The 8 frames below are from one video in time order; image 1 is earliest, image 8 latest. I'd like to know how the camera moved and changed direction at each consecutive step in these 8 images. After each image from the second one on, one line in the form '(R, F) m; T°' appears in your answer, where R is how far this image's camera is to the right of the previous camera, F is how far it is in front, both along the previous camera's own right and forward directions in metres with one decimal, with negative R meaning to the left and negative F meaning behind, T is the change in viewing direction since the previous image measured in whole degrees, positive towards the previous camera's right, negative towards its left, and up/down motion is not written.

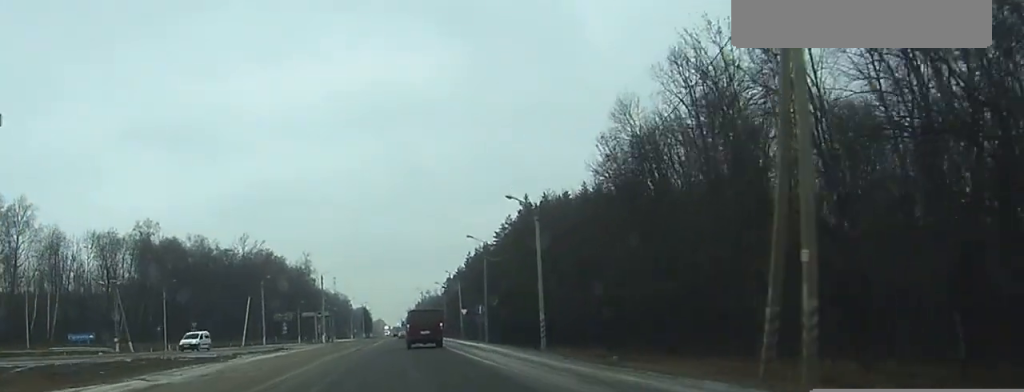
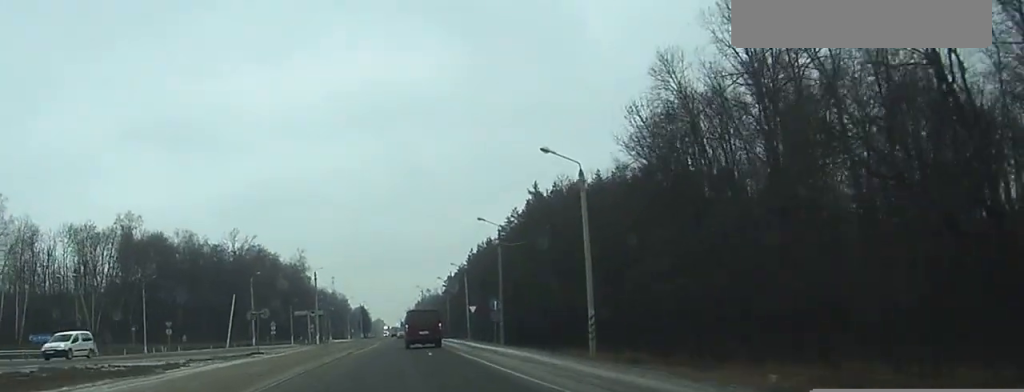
(0.0, +12.2) m; 0°
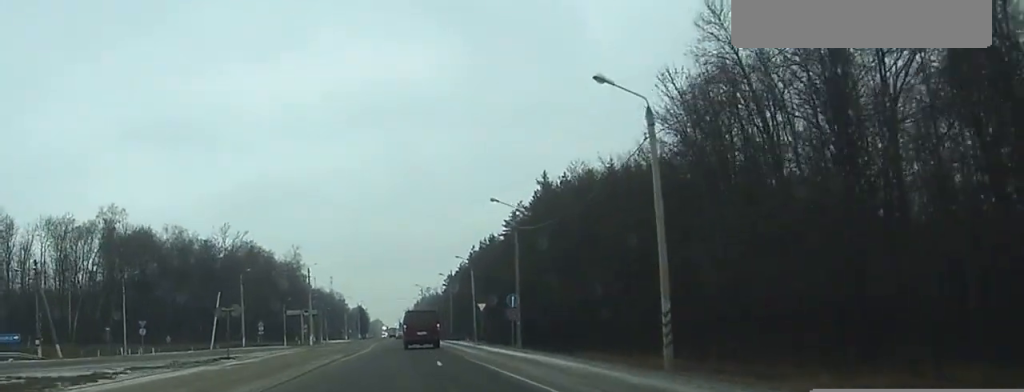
(0.0, +9.8) m; 0°
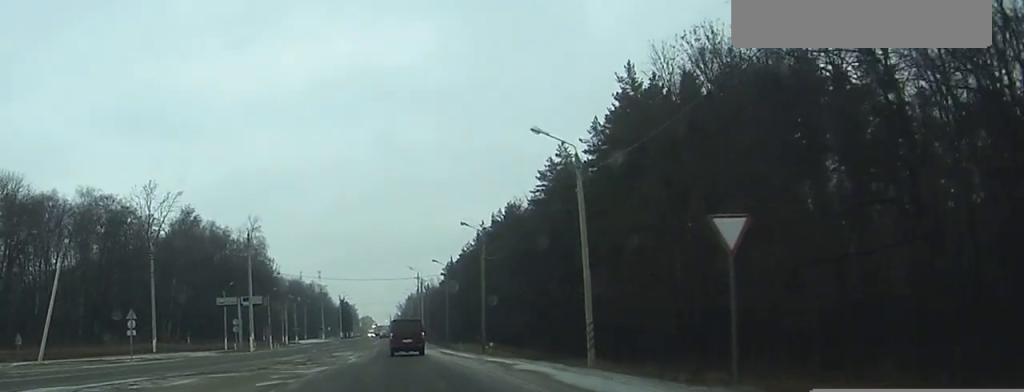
(-0.1, +53.6) m; 0°
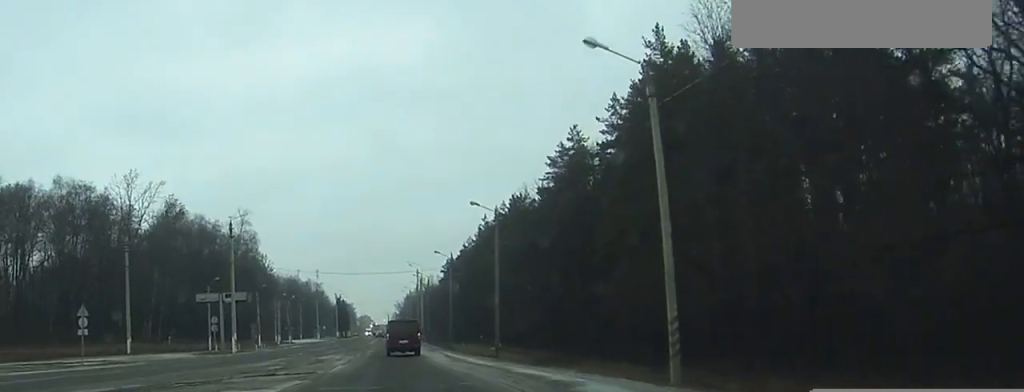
(0.0, +9.7) m; 0°
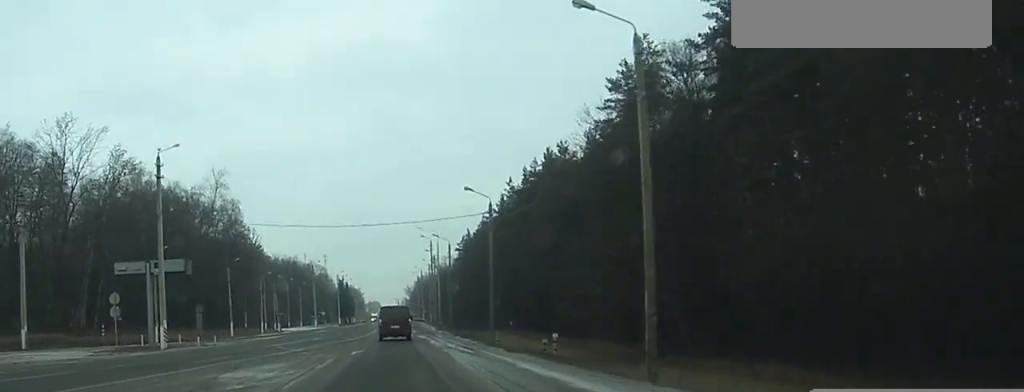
(-0.1, +30.5) m; 0°
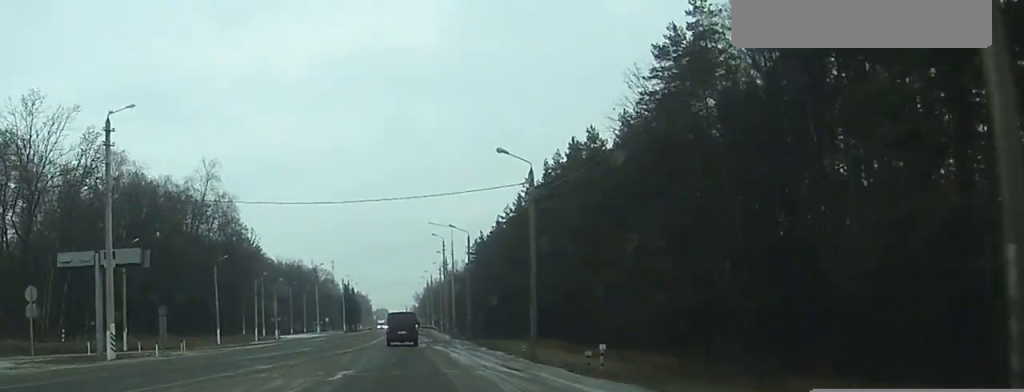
(0.0, +13.1) m; 0°
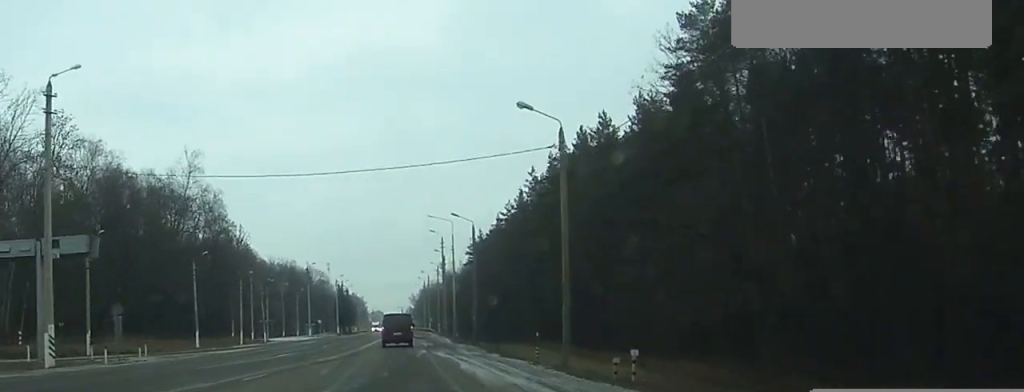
(0.0, +8.3) m; 0°
